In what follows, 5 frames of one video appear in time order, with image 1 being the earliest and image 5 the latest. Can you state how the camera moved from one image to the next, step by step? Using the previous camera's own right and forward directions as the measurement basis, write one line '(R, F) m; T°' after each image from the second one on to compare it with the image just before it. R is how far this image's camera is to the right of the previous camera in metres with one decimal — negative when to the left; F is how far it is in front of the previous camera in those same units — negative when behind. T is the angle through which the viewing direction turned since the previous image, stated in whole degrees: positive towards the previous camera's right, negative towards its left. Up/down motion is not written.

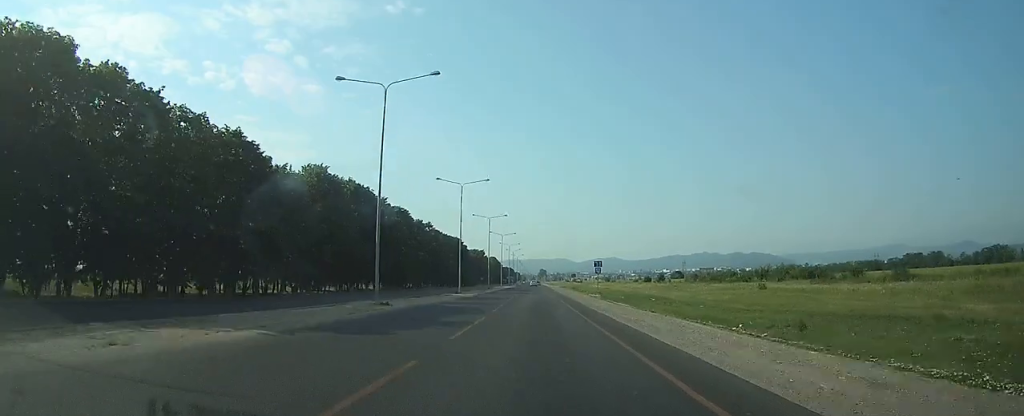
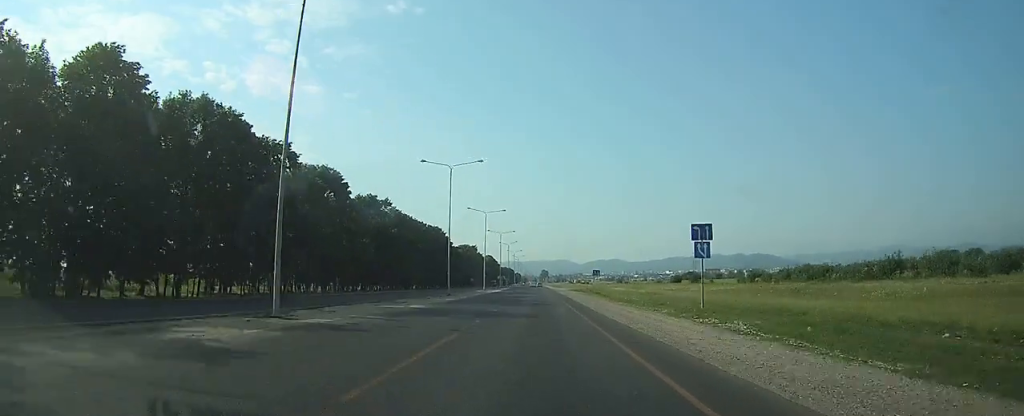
(-0.1, +42.3) m; 0°
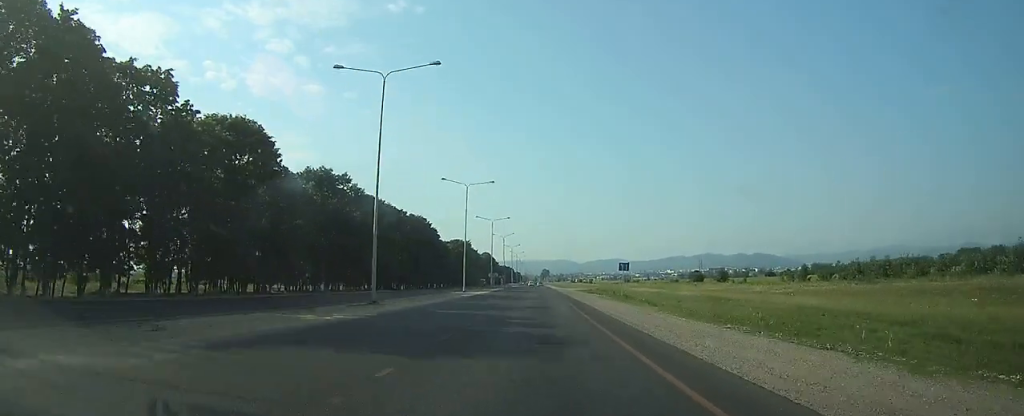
(0.0, +23.0) m; 0°
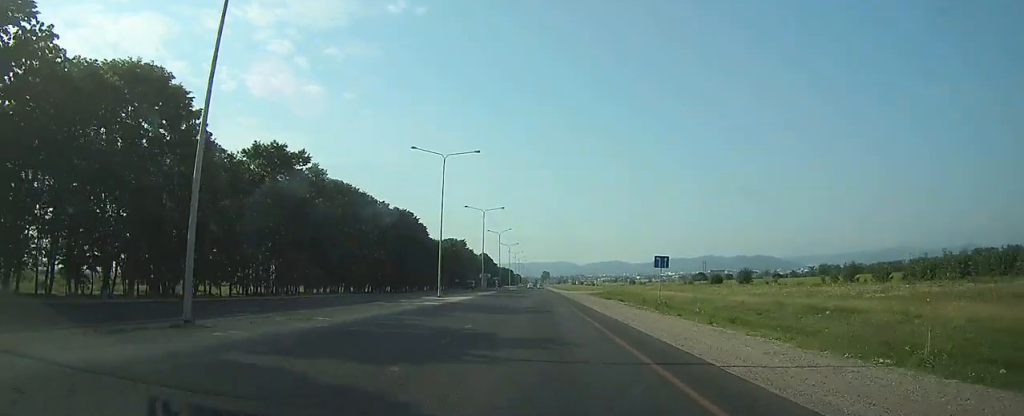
(0.0, +15.2) m; 0°
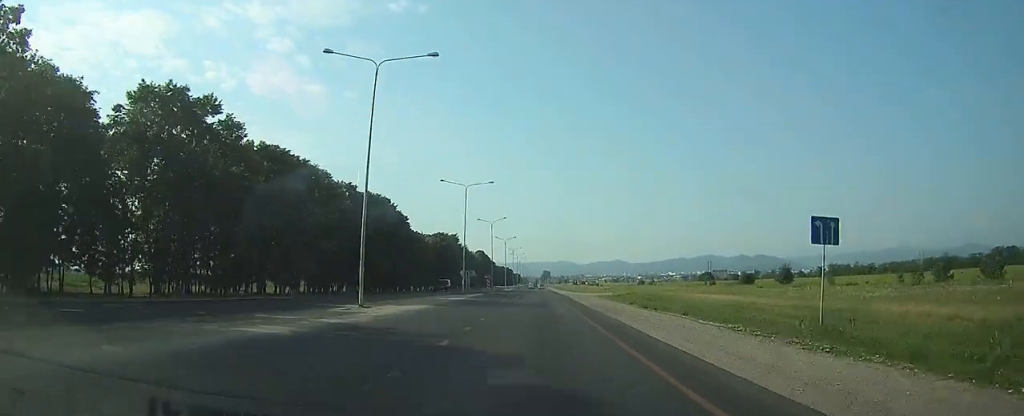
(0.0, +20.3) m; 0°
